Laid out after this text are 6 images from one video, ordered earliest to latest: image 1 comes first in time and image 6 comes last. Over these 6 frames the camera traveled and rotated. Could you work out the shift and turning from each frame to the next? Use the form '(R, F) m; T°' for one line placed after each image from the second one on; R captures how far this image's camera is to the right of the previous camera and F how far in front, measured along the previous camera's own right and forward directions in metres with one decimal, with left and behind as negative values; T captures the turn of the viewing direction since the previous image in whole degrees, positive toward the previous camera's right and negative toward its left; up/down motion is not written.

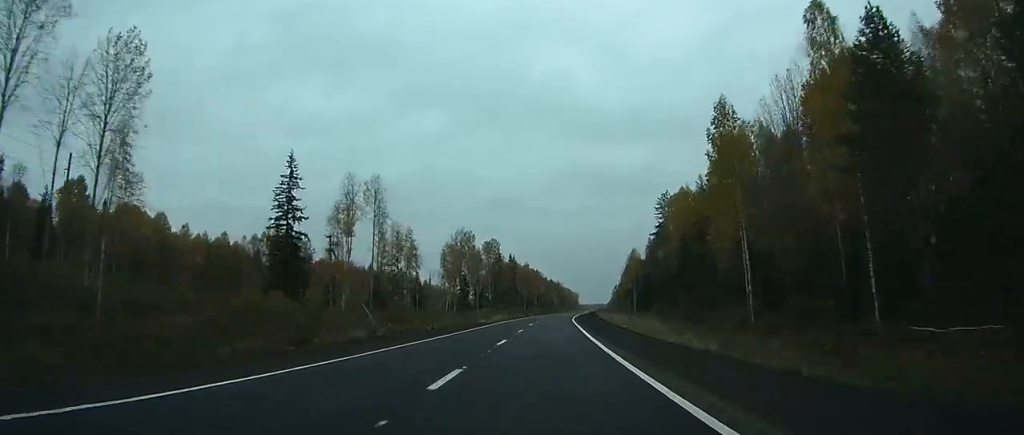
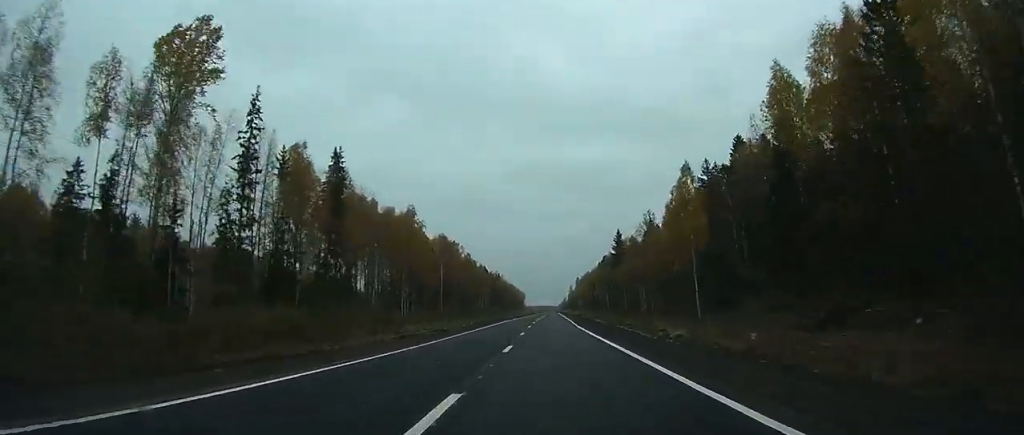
(+9.6, +159.0) m; +6°
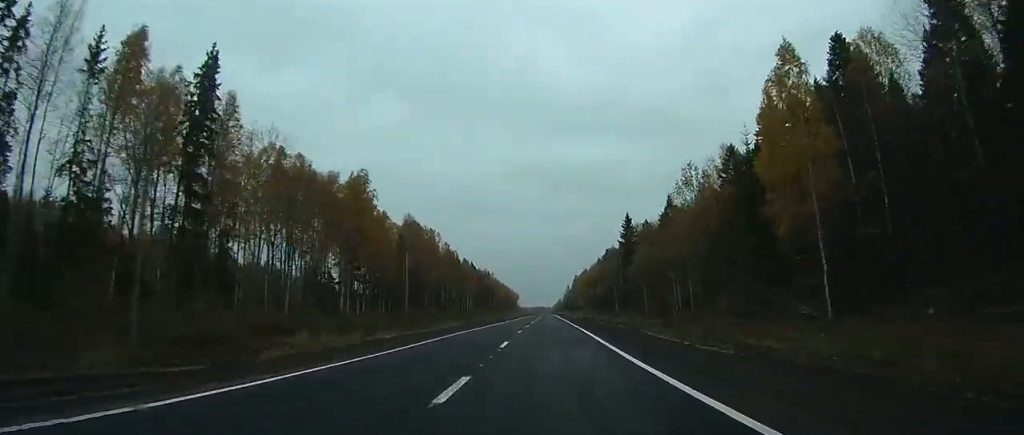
(+0.2, +33.7) m; 0°
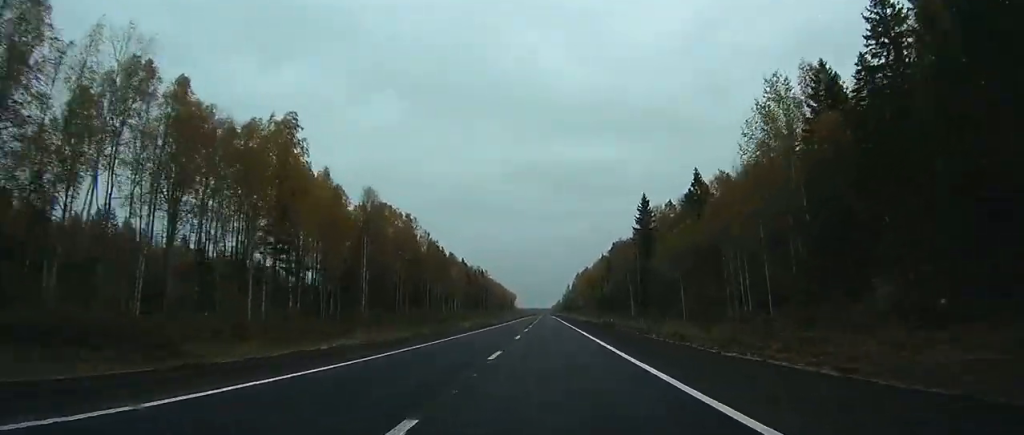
(+0.2, +27.8) m; 0°
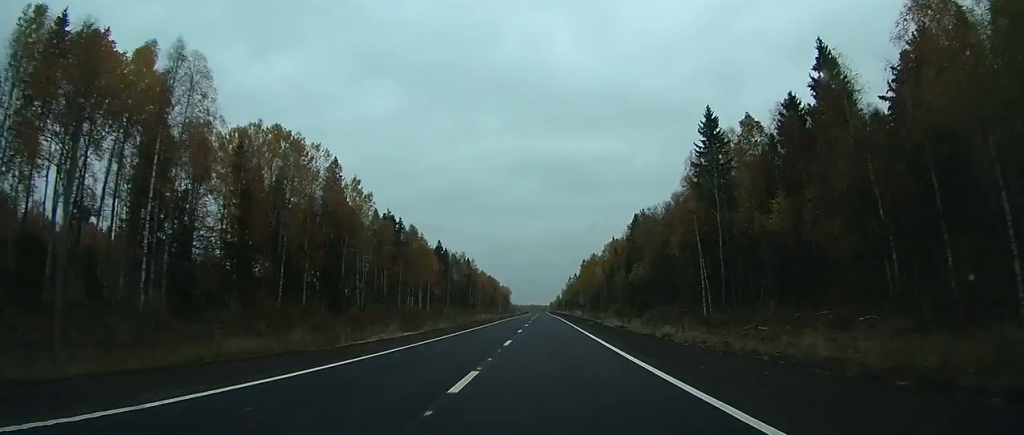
(0.0, +51.9) m; 0°
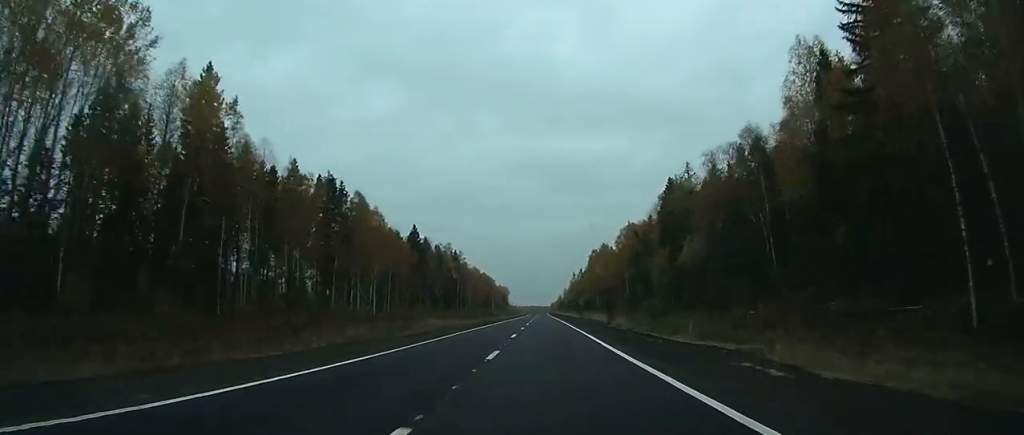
(-0.1, +39.3) m; 0°
